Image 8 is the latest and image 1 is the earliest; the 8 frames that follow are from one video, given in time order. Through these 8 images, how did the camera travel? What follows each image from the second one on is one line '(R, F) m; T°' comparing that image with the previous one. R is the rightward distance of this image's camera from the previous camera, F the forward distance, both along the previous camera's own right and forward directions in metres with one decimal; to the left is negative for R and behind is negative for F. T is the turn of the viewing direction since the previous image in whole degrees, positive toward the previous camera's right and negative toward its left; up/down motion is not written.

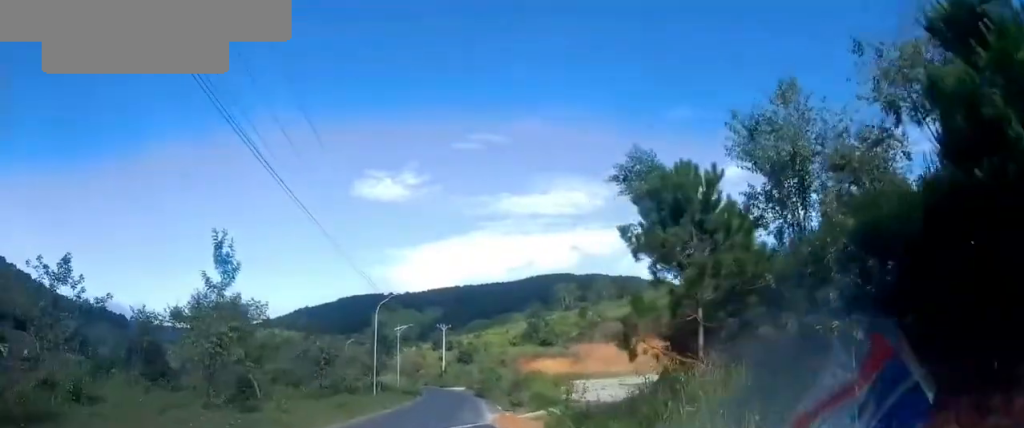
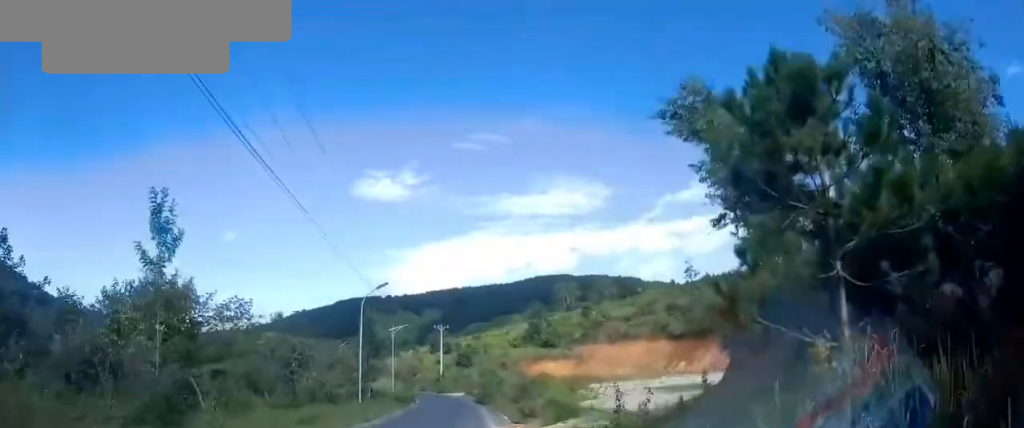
(0.0, +4.4) m; 0°
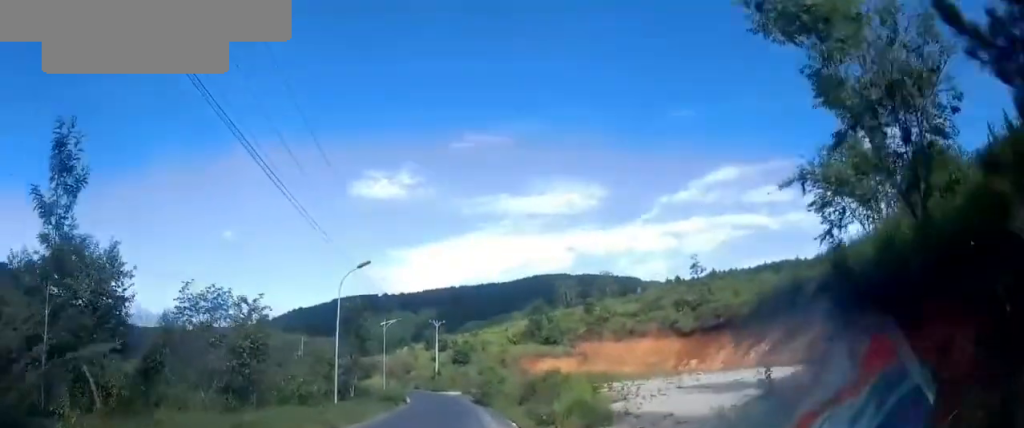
(+0.1, +4.8) m; 0°
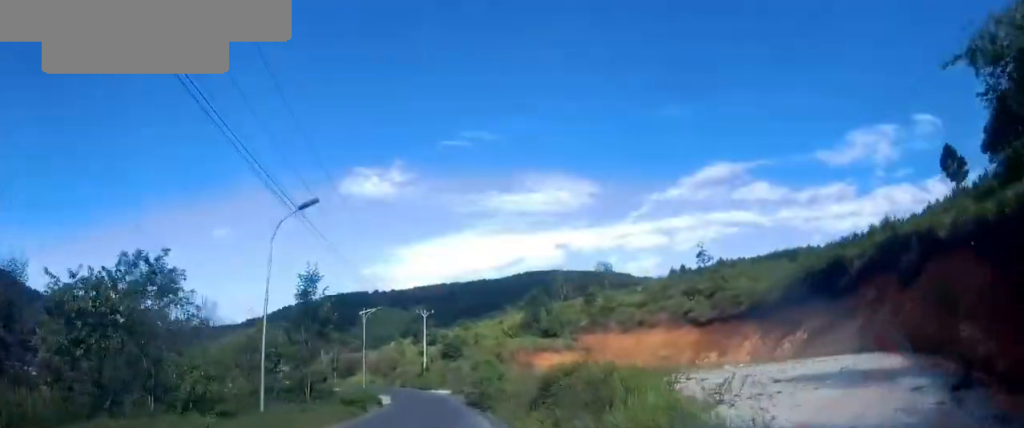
(0.0, +8.1) m; 0°
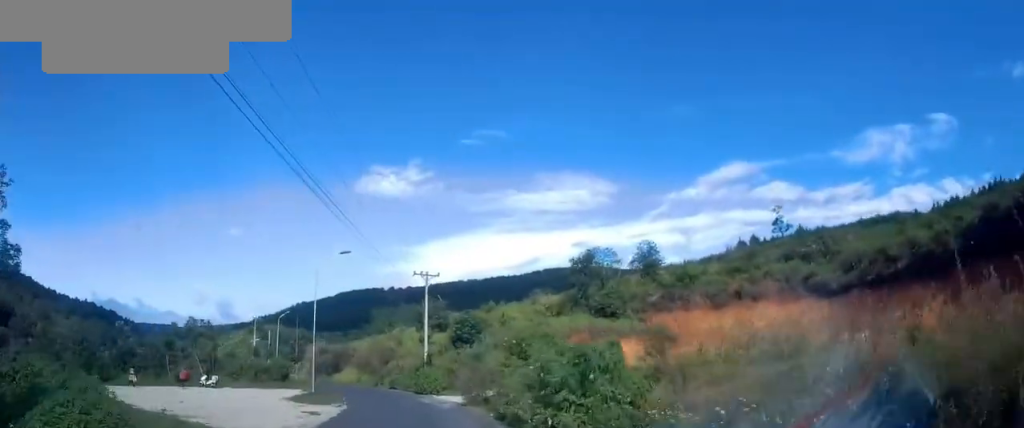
(0.0, +23.9) m; -2°
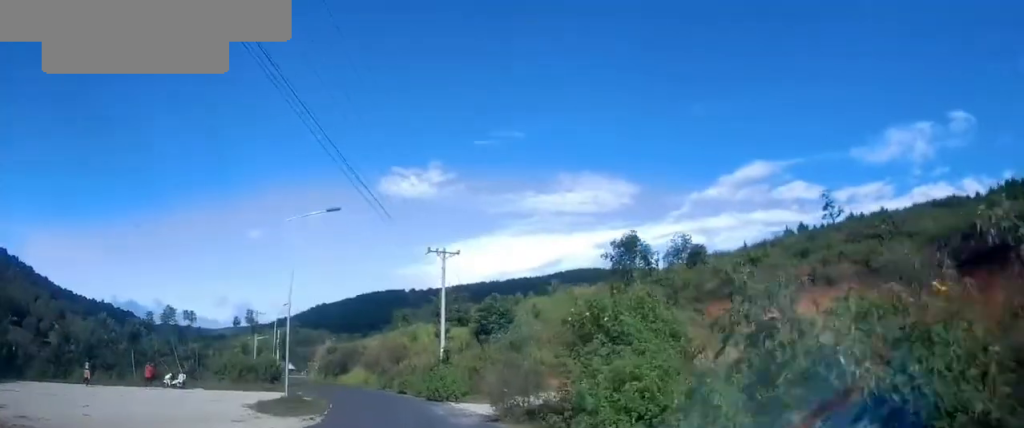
(-0.2, +8.8) m; -2°
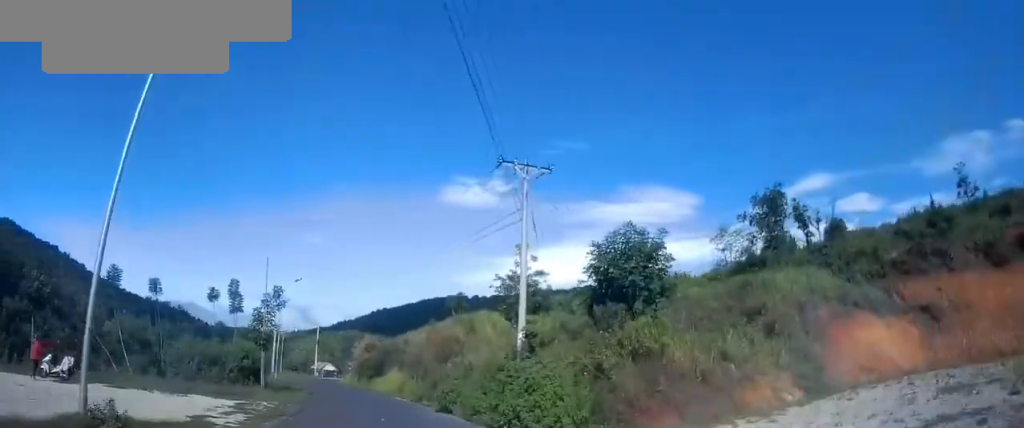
(-0.7, +16.9) m; -6°
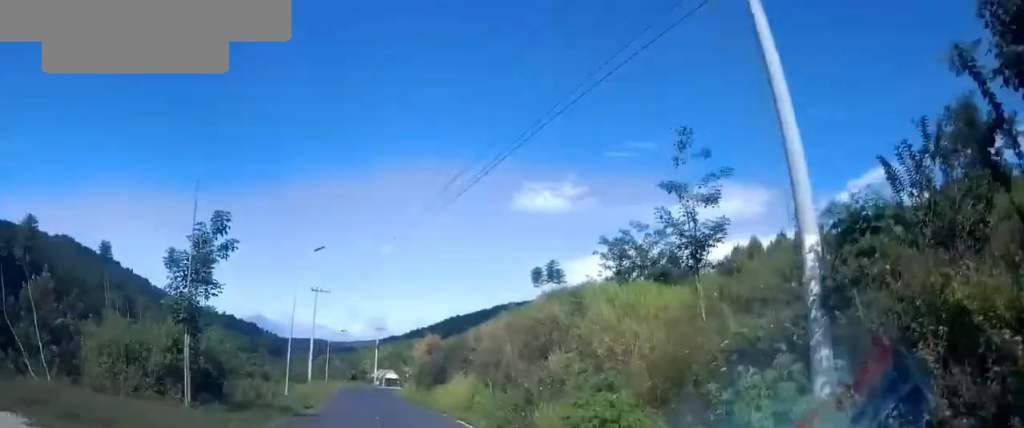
(-1.0, +14.1) m; -9°
